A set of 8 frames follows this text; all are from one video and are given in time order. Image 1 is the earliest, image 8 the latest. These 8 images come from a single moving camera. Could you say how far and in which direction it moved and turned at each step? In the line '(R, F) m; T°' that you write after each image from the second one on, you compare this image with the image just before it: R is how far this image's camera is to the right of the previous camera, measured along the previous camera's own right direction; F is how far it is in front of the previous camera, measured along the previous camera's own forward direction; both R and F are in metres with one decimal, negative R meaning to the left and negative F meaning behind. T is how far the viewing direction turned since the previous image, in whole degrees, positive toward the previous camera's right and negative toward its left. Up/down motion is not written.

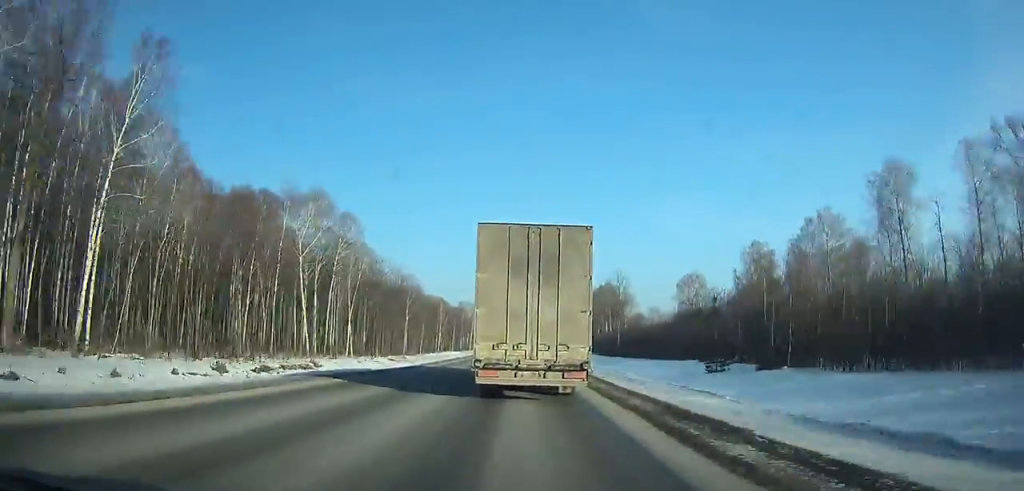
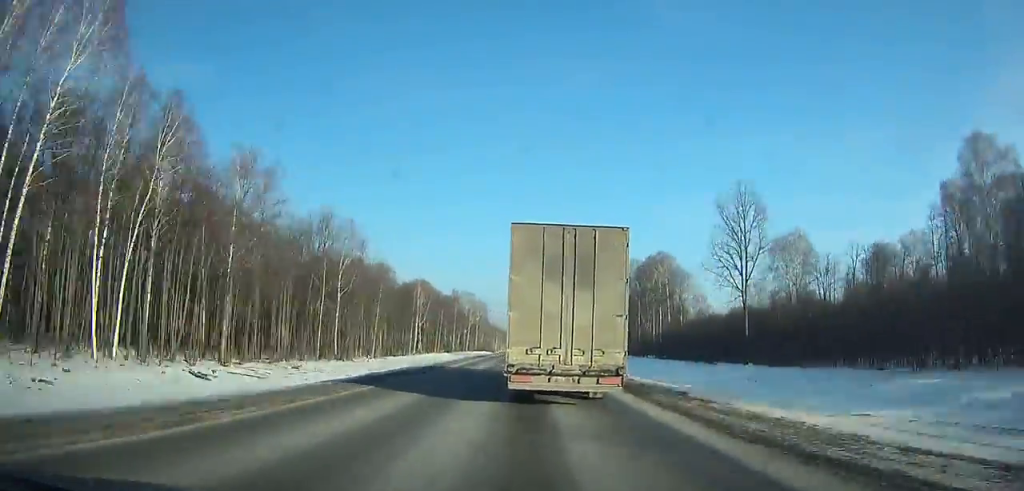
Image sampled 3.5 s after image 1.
(+0.1, +75.6) m; +1°
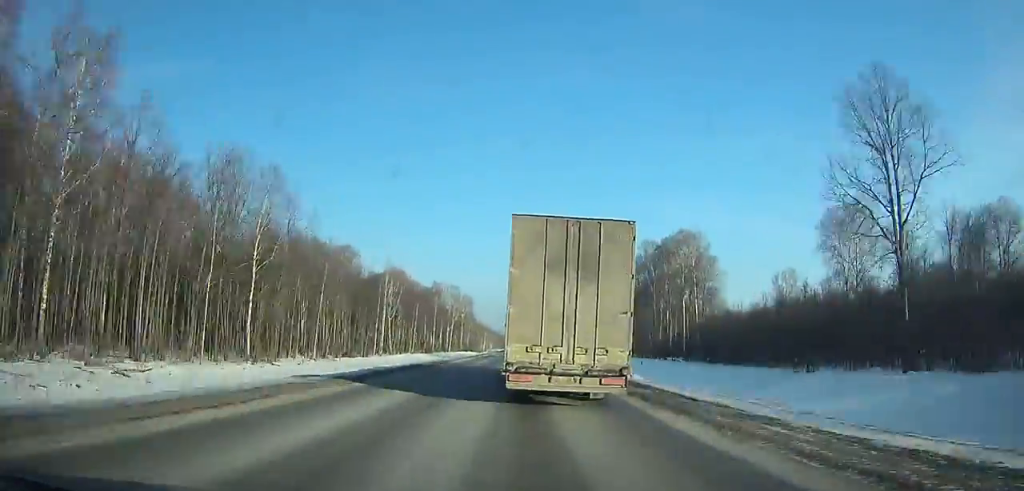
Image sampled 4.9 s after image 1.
(+0.3, +30.2) m; 0°
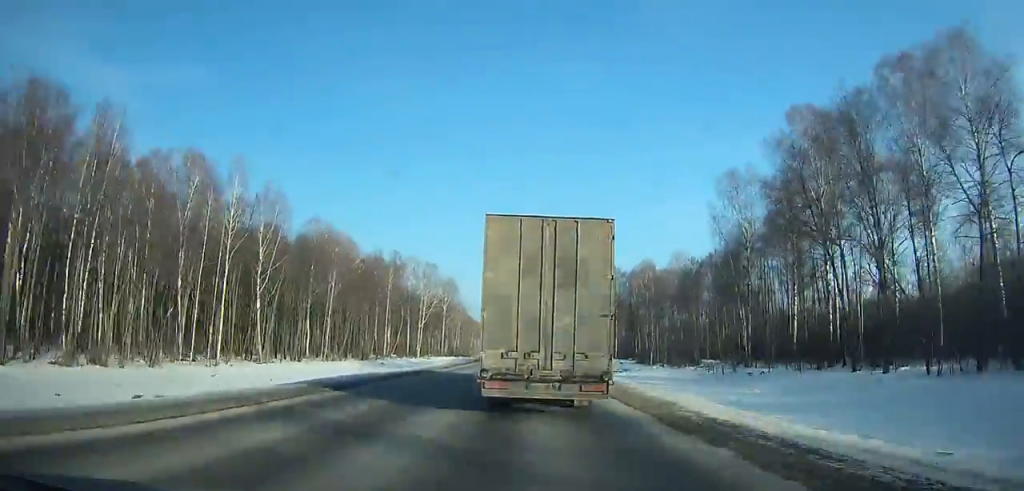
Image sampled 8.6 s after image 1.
(0.0, +80.2) m; 0°
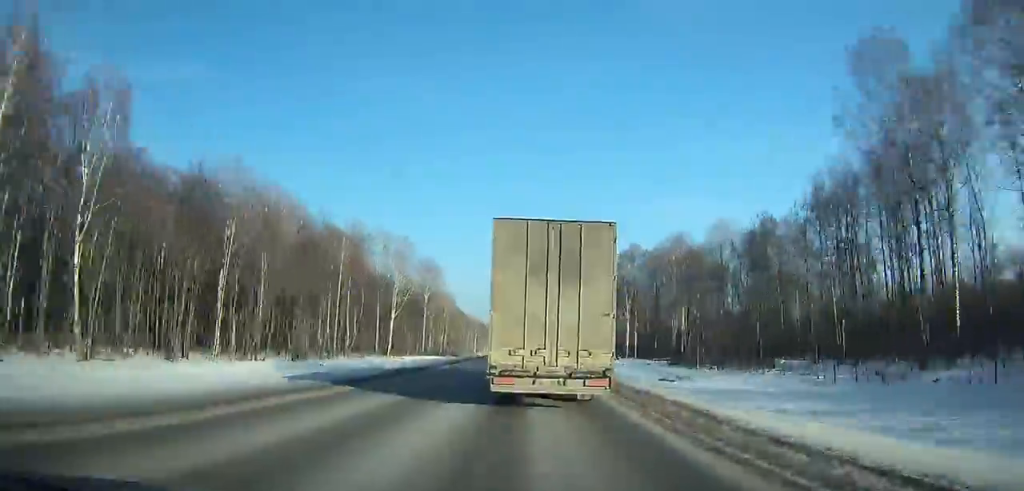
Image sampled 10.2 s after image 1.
(-0.1, +35.2) m; 0°
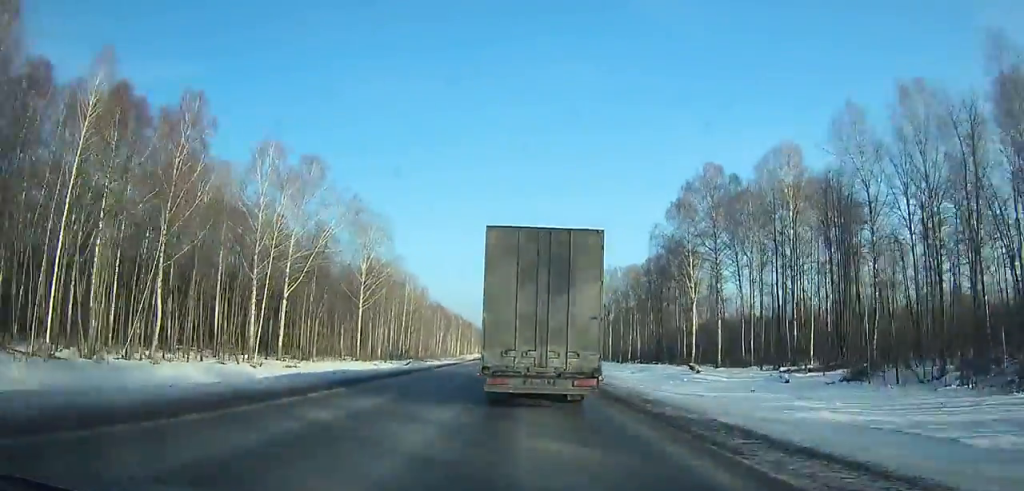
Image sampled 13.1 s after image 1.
(+0.1, +64.7) m; 0°
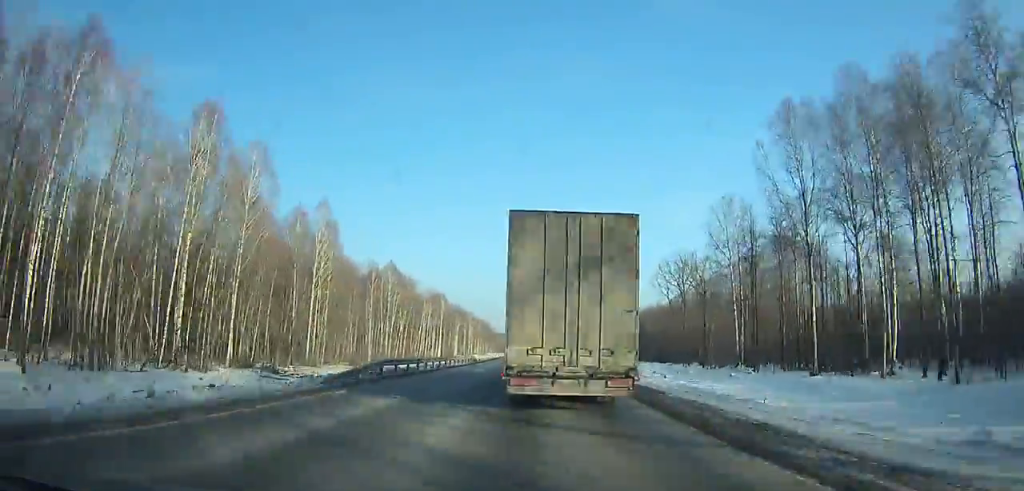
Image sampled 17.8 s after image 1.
(+0.4, +107.3) m; 0°
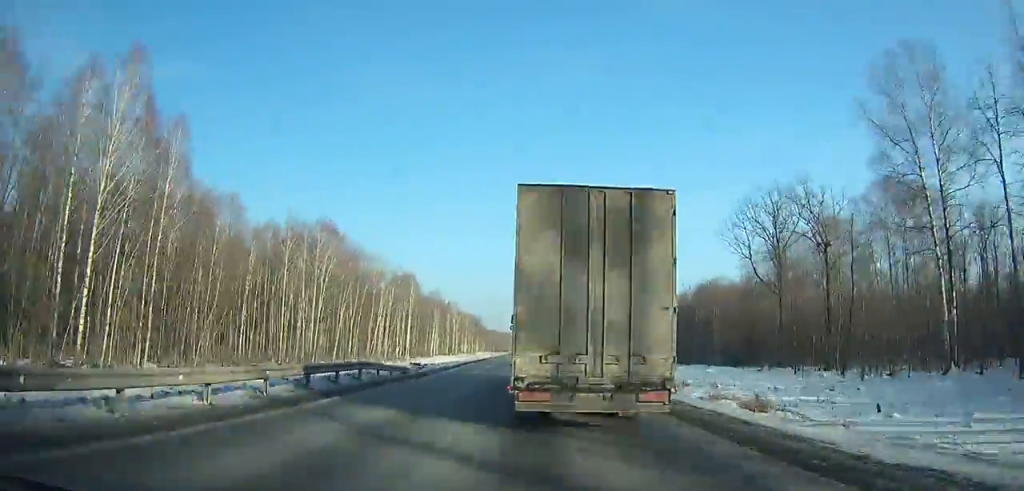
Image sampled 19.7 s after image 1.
(-0.1, +43.5) m; 0°
